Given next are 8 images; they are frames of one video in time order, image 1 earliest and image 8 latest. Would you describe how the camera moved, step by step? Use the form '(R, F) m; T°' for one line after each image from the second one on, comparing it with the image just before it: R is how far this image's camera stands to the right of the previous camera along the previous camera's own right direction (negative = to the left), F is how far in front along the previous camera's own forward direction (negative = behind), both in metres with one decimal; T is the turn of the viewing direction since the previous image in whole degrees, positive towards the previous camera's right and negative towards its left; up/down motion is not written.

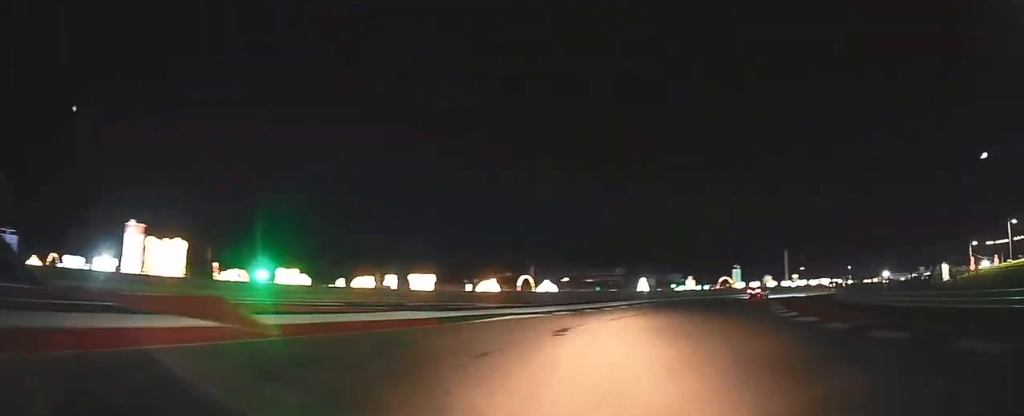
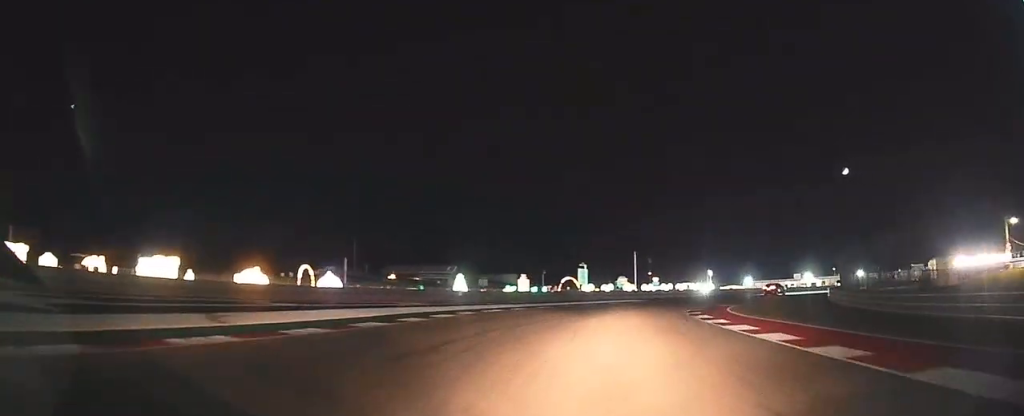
(+7.8, +40.1) m; +18°
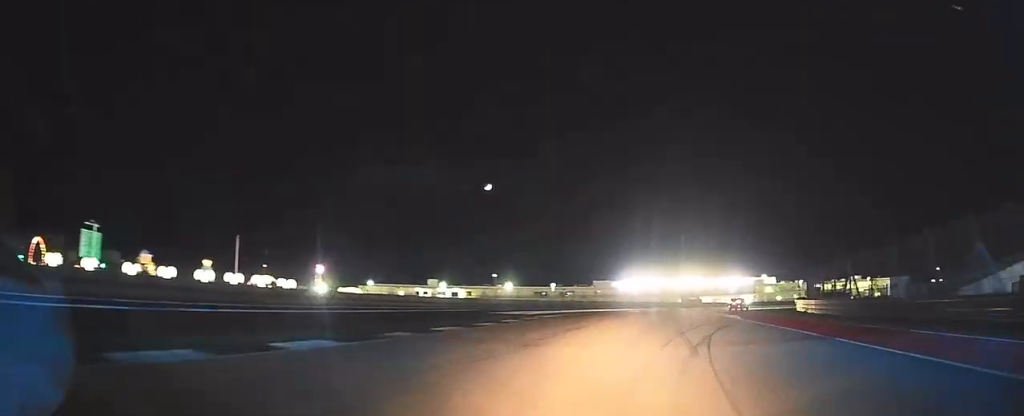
(+22.7, +78.7) m; +37°
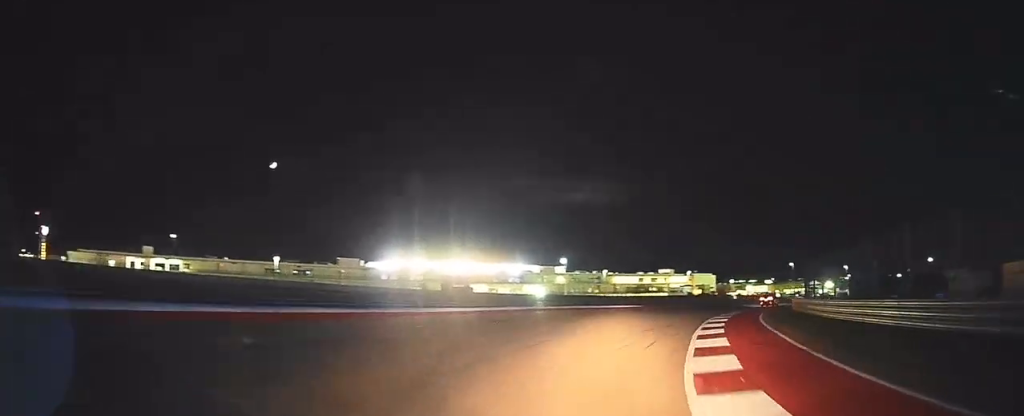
(+15.7, +62.7) m; +27°
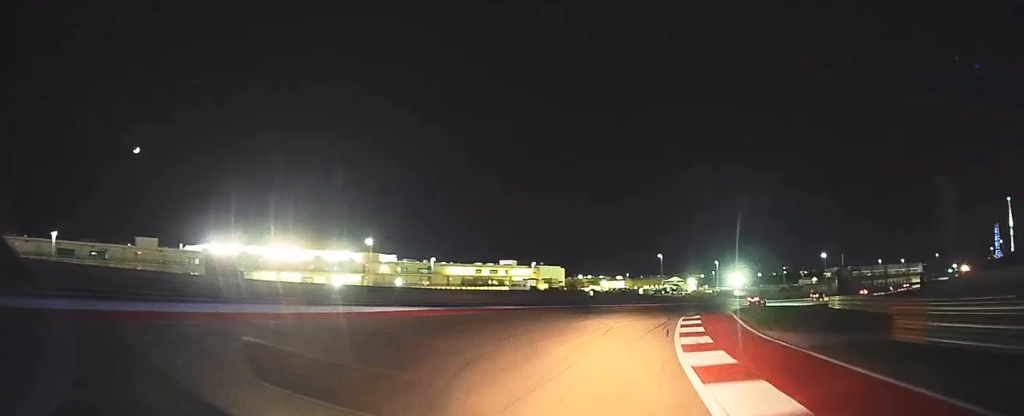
(+6.5, +39.1) m; +15°
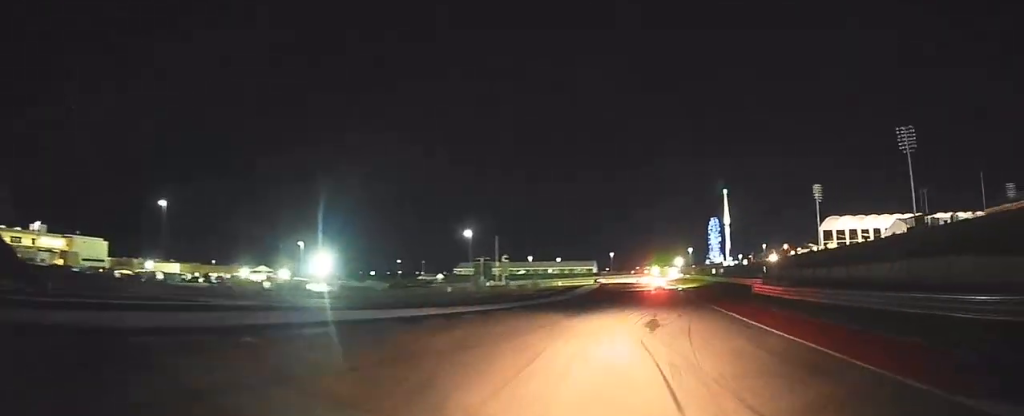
(+30.5, +95.9) m; +29°
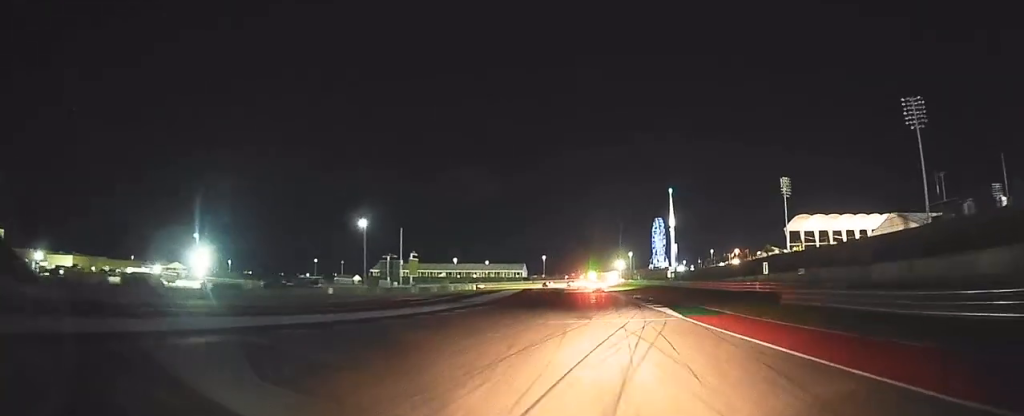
(+2.7, +30.1) m; +3°
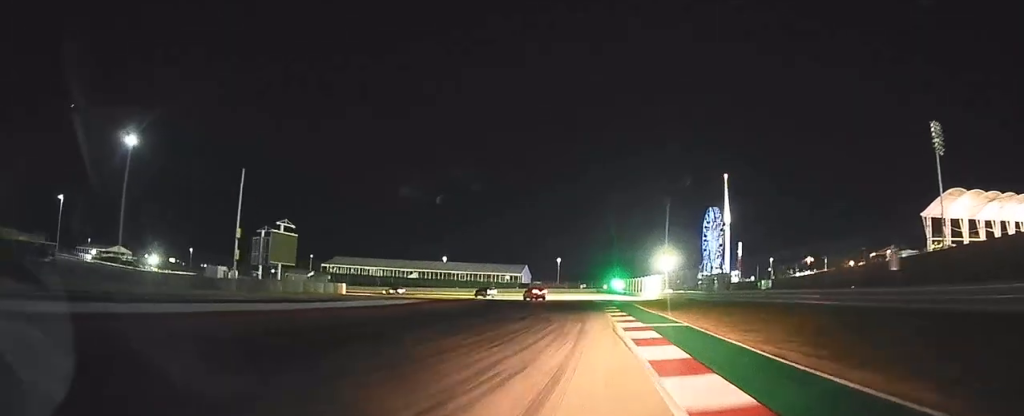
(+1.5, +70.7) m; -4°
